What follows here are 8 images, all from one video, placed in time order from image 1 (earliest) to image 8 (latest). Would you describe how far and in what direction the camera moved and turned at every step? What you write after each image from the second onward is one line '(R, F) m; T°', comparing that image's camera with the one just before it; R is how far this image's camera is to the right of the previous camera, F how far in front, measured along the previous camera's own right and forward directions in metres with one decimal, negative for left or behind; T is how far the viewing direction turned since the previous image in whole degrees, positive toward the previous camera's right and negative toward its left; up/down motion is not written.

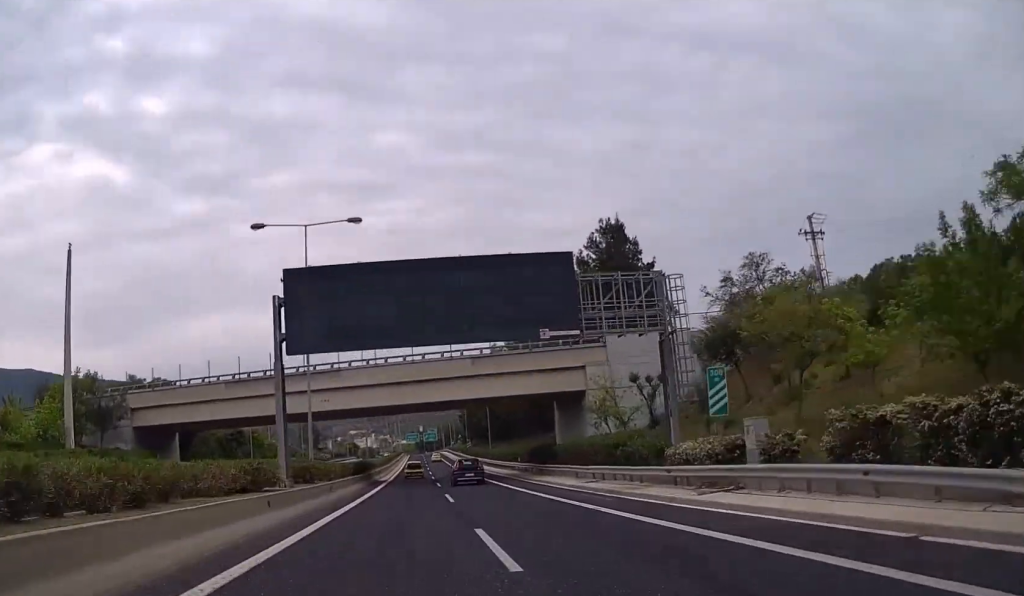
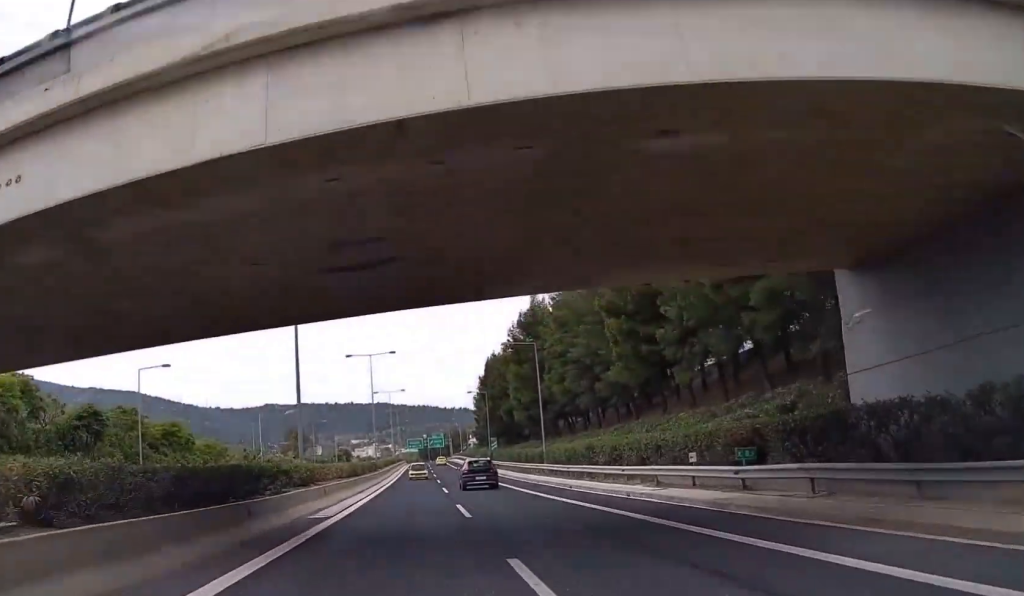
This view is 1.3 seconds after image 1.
(-0.3, +41.8) m; 0°
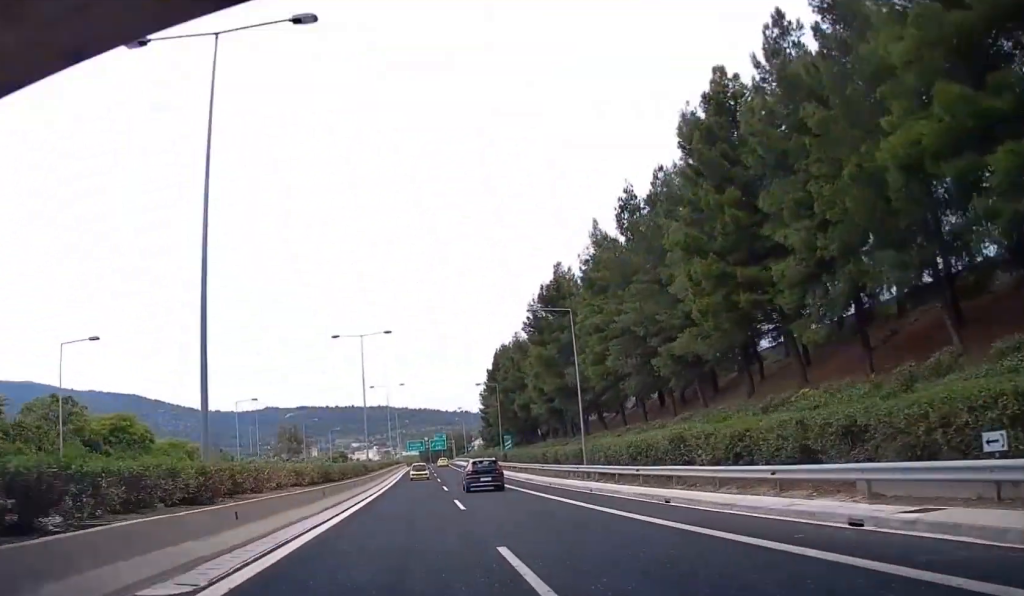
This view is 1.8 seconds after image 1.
(0.0, +13.5) m; 0°
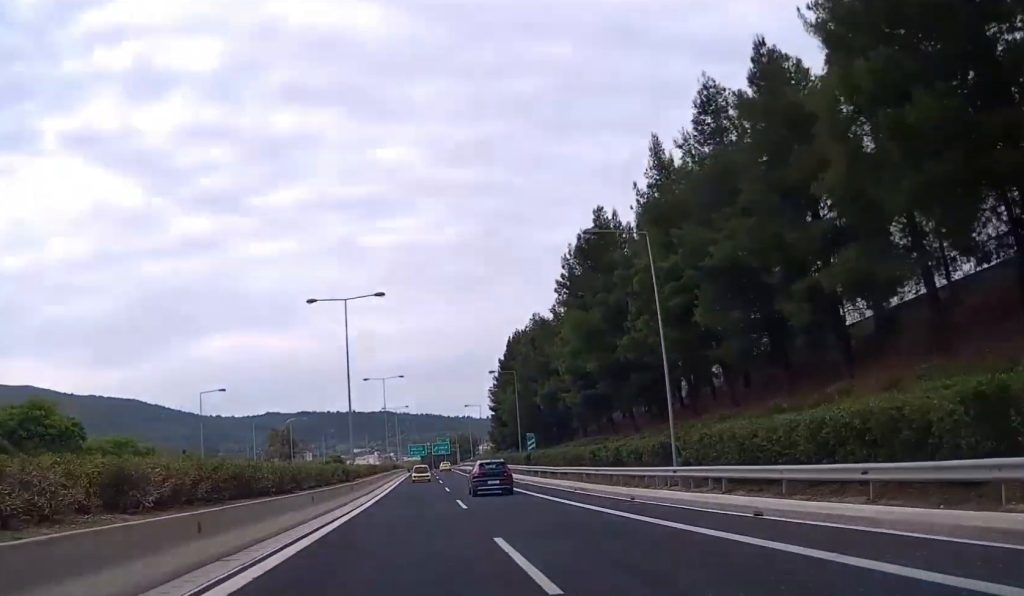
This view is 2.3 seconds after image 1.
(0.0, +16.5) m; 0°
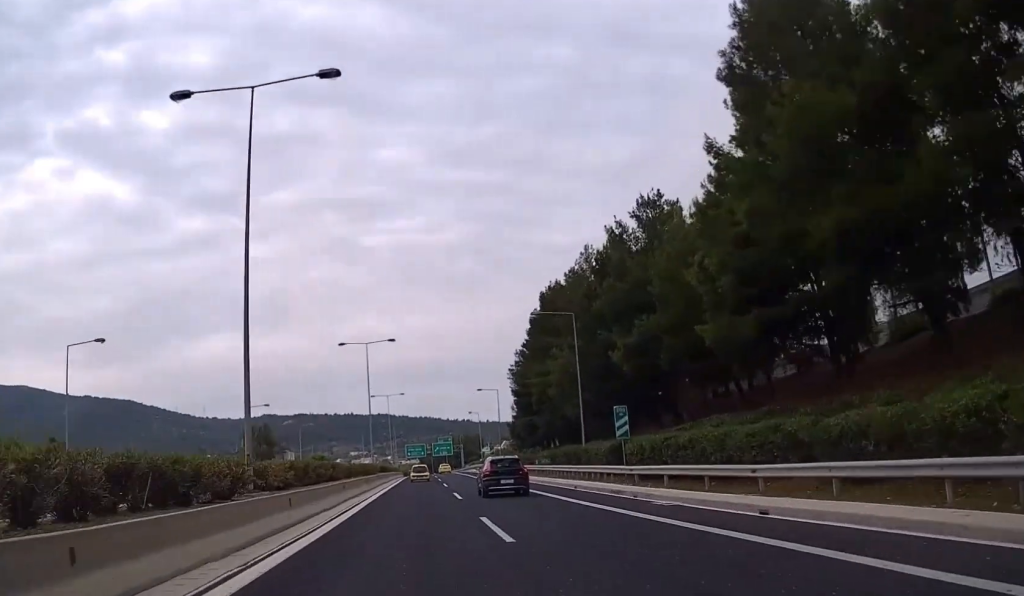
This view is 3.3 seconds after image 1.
(0.0, +29.8) m; 0°
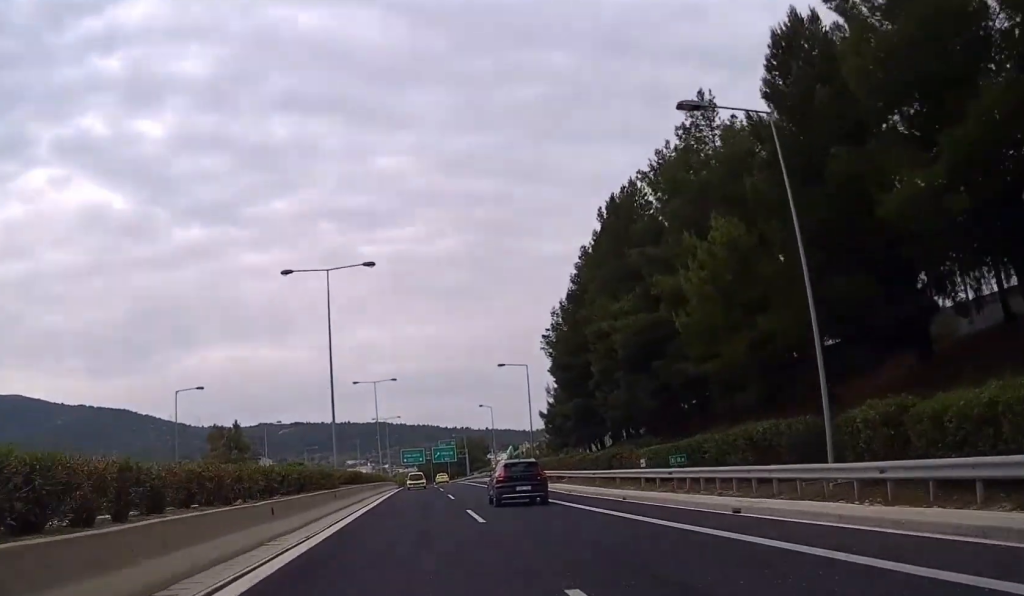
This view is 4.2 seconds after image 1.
(0.0, +29.6) m; 0°
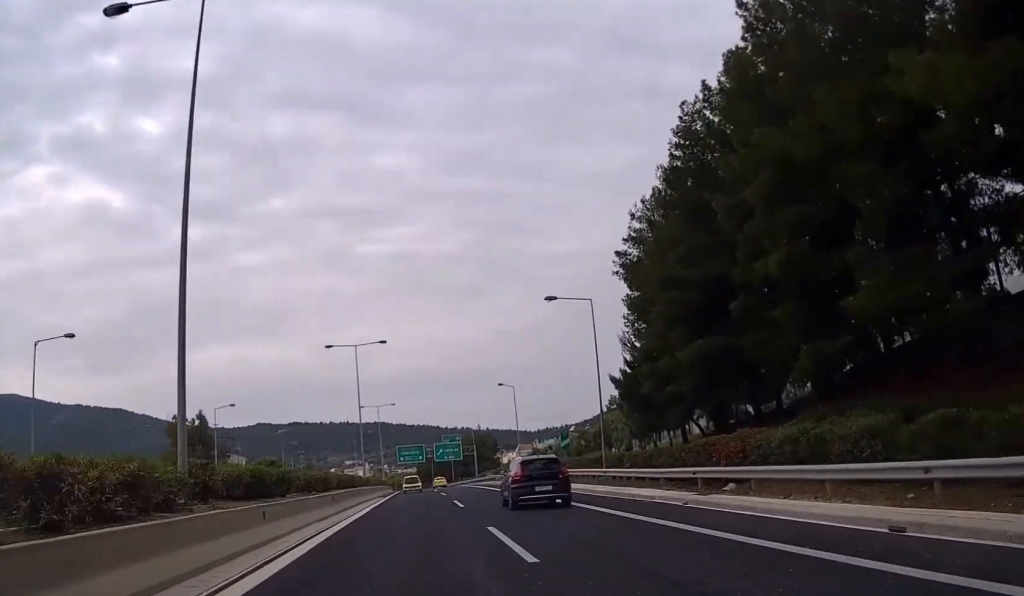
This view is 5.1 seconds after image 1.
(0.0, +26.4) m; 0°
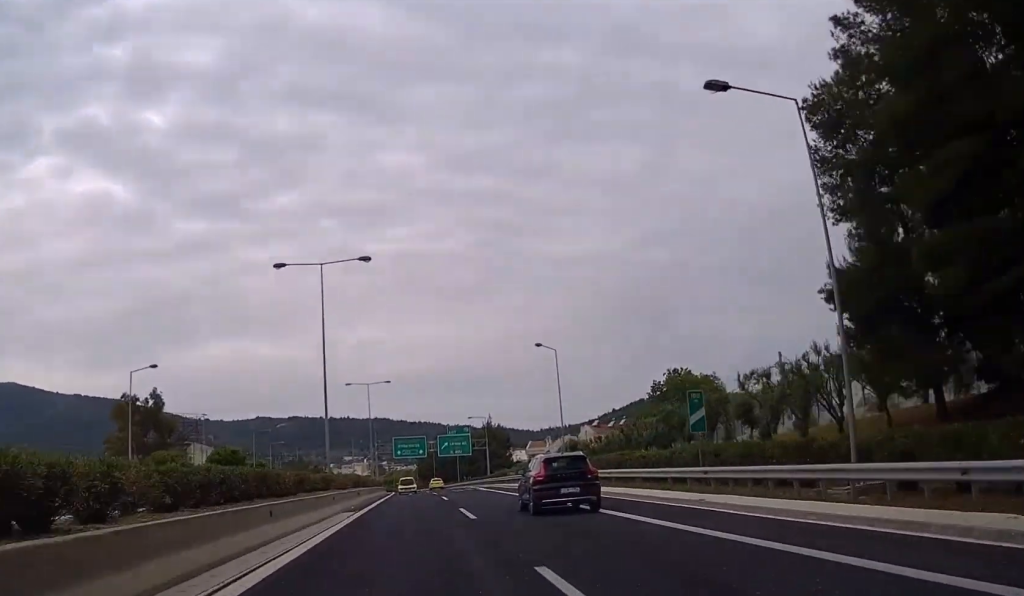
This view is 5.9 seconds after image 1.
(+0.1, +25.2) m; 0°
